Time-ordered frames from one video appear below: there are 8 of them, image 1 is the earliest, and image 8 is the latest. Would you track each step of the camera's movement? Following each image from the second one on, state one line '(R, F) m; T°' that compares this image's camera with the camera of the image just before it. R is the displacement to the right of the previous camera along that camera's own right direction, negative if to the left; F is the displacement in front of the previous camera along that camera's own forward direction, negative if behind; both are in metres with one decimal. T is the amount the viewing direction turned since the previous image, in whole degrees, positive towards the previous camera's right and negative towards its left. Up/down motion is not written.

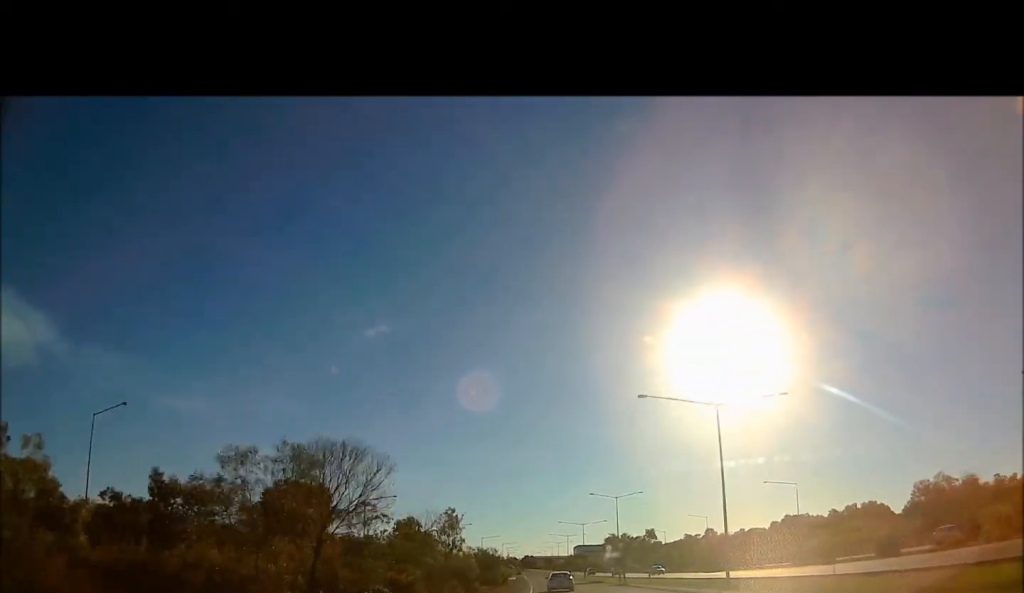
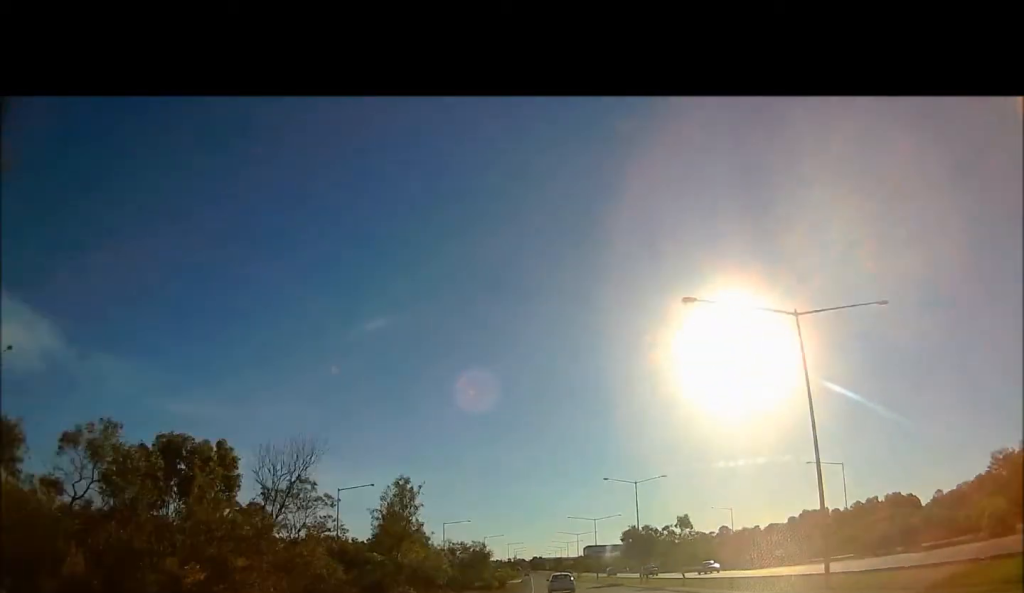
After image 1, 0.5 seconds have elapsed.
(+0.1, +14.7) m; -2°
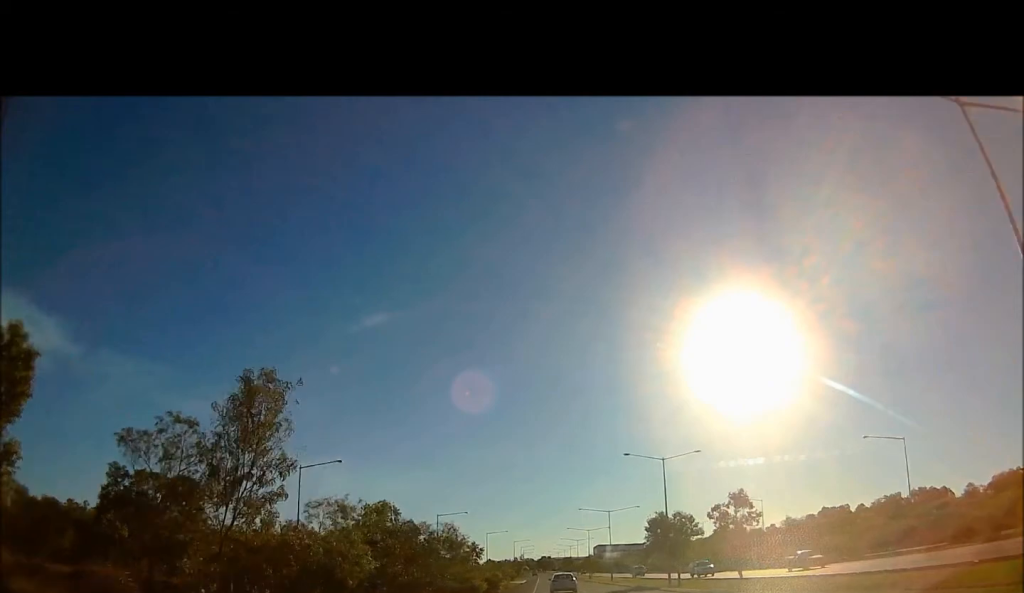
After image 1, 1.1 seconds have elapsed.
(-1.2, +14.7) m; -1°
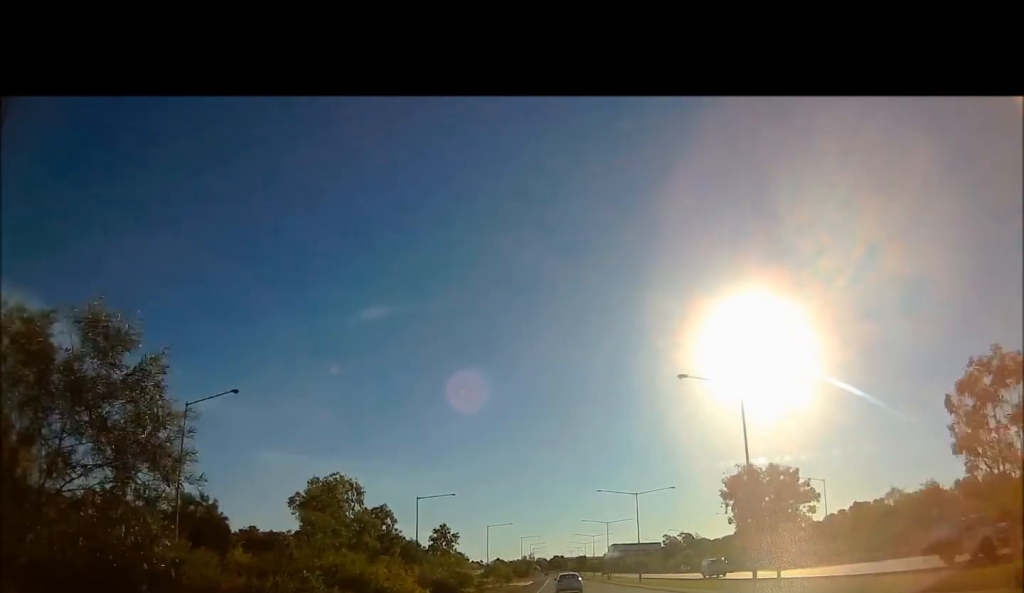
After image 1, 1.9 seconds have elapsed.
(0.0, +23.9) m; 0°
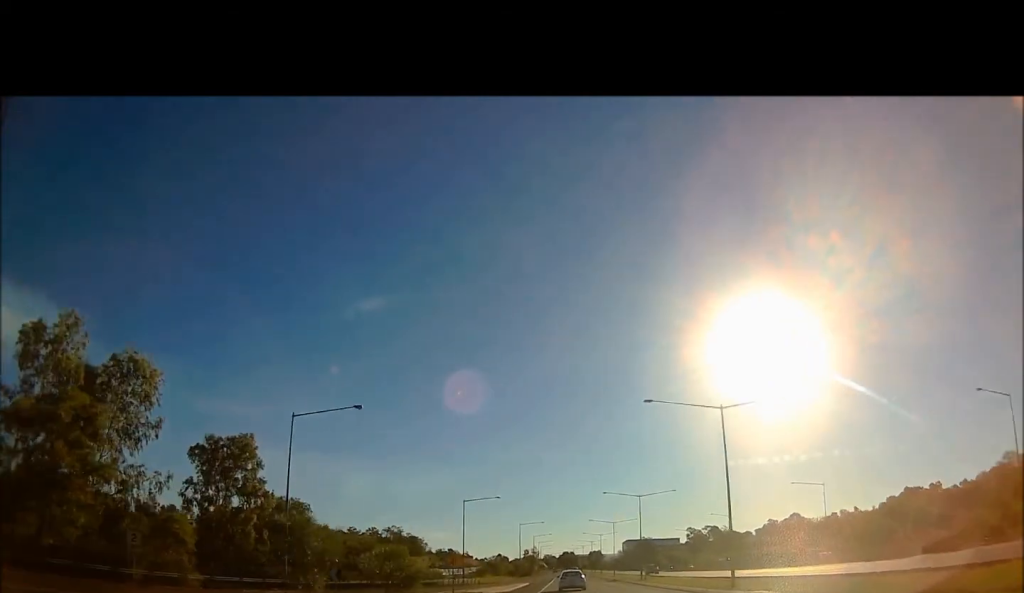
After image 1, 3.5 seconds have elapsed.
(+0.1, +43.2) m; -1°
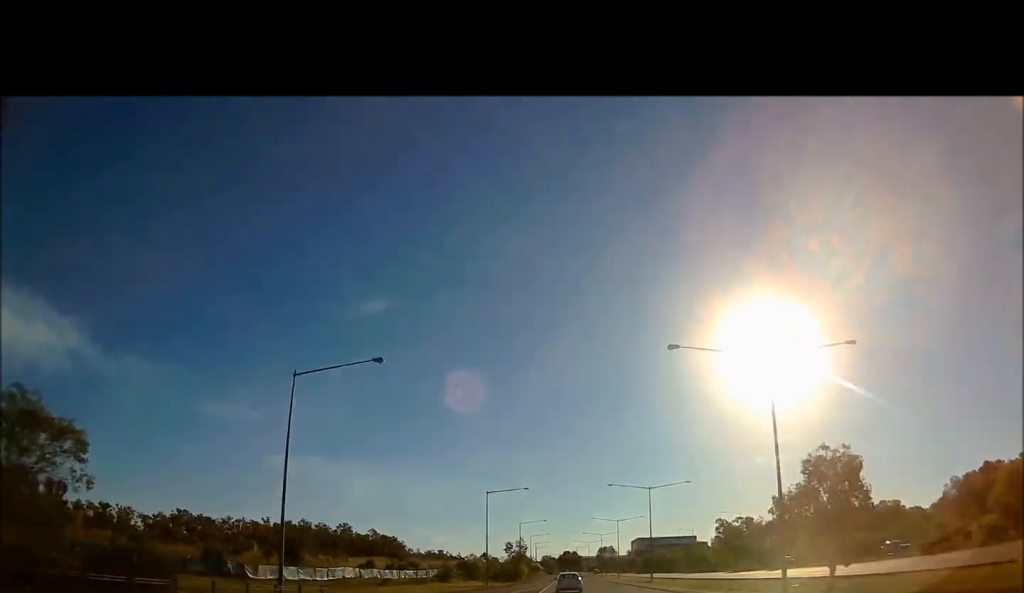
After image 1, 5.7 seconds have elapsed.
(-1.8, +59.5) m; -3°
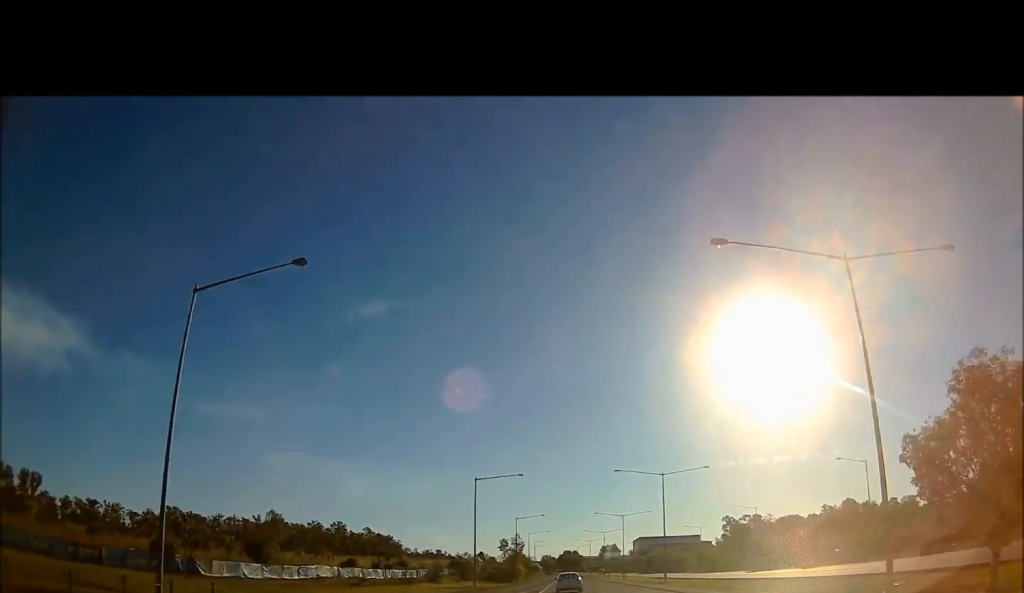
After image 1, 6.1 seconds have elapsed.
(0.0, +11.0) m; 0°
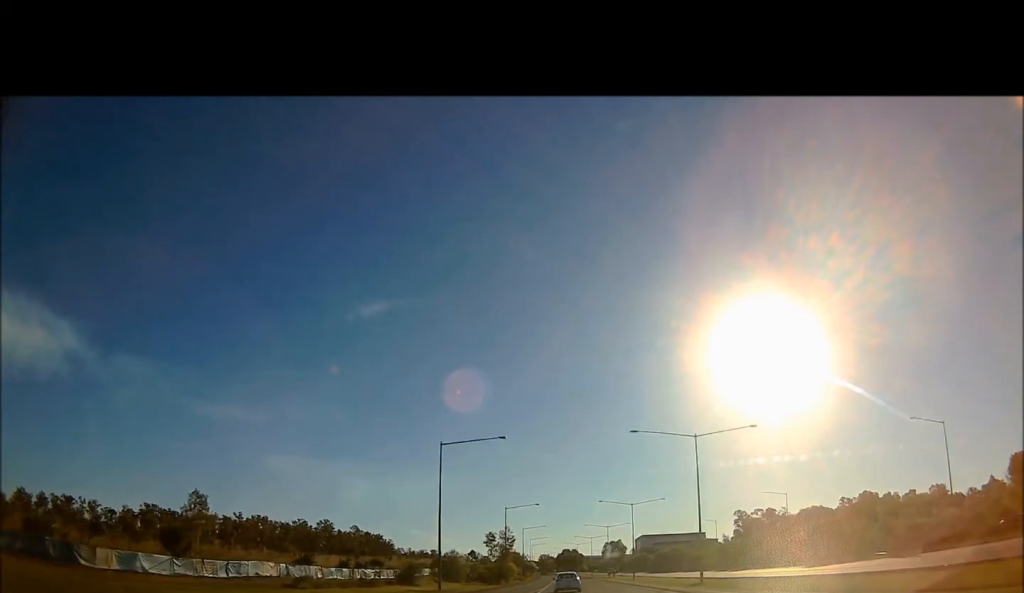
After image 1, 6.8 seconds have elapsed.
(0.0, +19.2) m; +1°
